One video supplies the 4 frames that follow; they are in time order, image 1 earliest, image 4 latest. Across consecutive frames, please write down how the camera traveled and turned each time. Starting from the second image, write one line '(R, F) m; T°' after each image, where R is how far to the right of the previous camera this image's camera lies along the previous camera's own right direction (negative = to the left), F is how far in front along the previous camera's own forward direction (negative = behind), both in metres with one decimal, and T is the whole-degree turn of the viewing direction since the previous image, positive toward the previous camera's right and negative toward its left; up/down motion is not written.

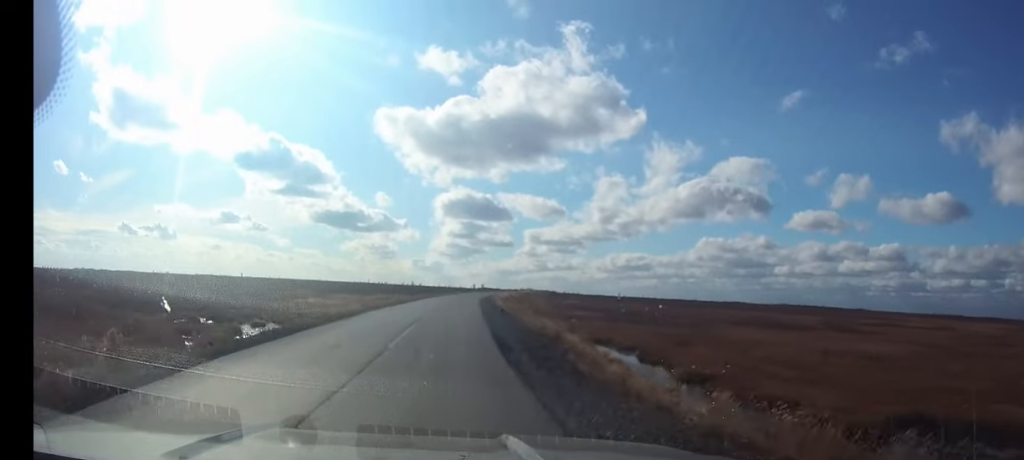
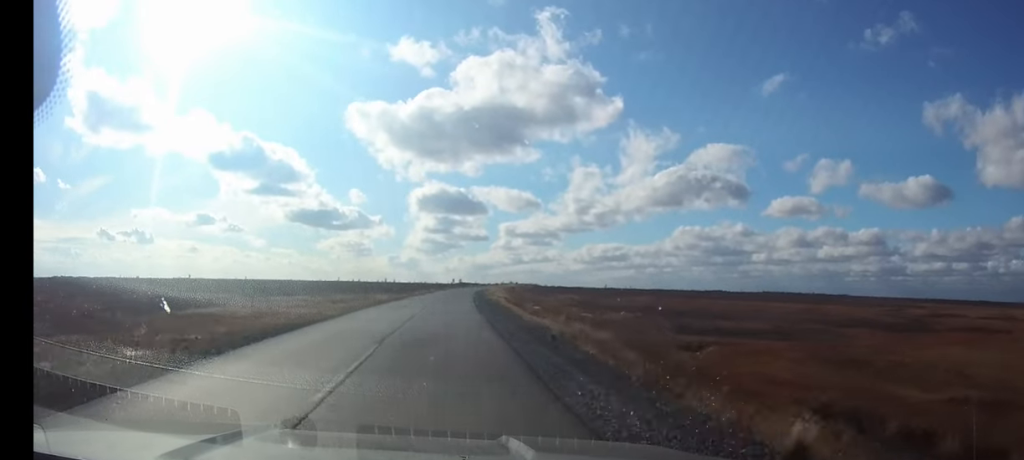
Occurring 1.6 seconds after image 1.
(+0.5, +36.2) m; +2°
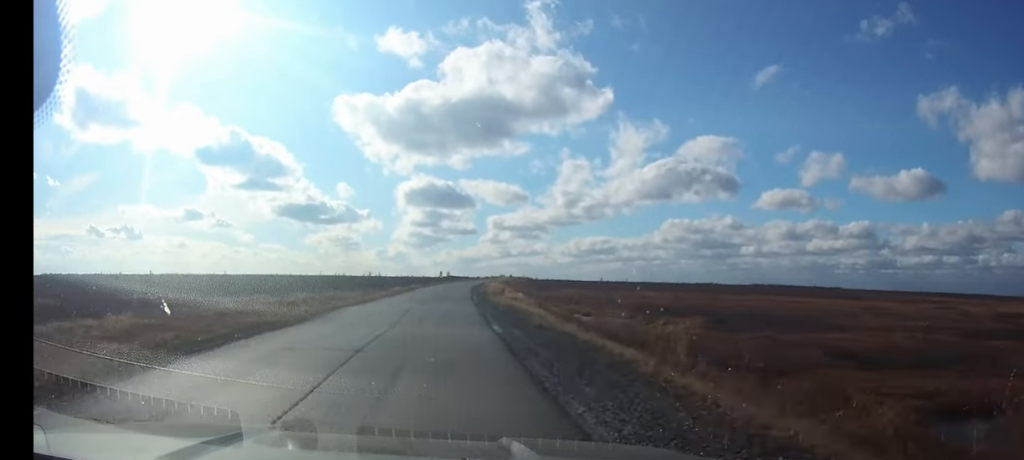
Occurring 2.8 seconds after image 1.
(+0.3, +24.0) m; +1°
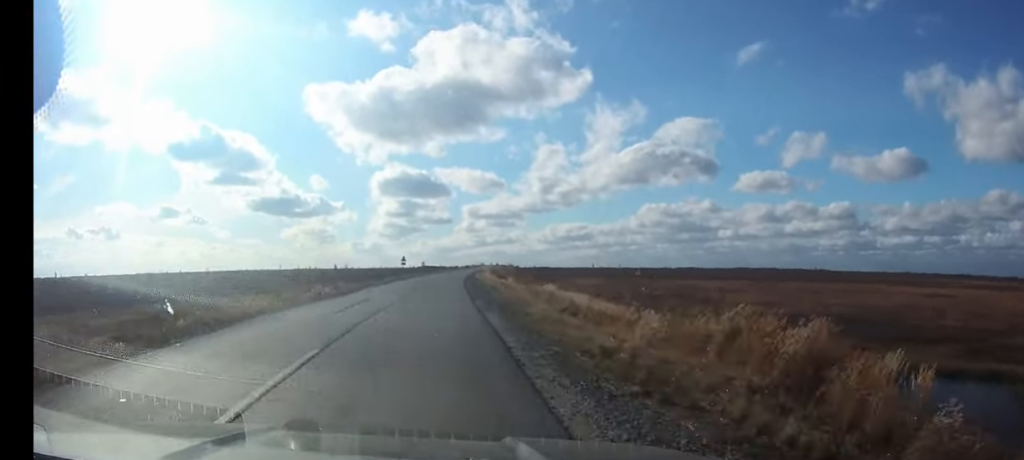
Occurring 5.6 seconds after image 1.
(+1.0, +52.2) m; +2°
